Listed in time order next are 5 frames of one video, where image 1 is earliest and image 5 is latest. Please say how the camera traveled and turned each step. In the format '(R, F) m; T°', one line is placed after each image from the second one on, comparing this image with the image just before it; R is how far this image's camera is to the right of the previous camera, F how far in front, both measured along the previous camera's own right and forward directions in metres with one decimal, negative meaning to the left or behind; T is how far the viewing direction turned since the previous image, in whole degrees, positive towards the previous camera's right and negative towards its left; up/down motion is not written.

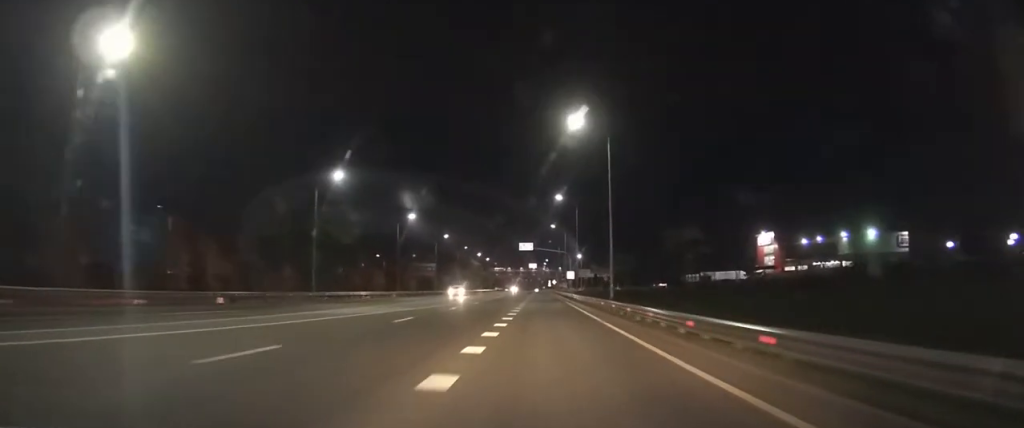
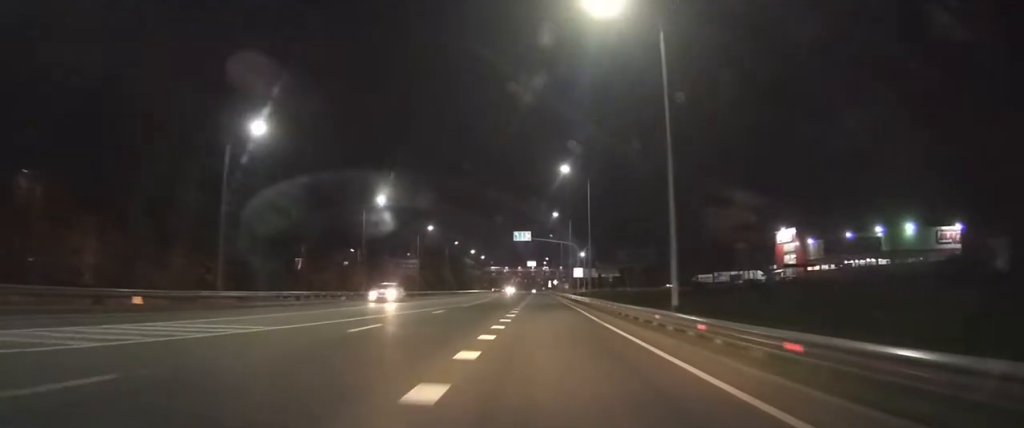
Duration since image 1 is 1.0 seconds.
(0.0, +16.8) m; 0°
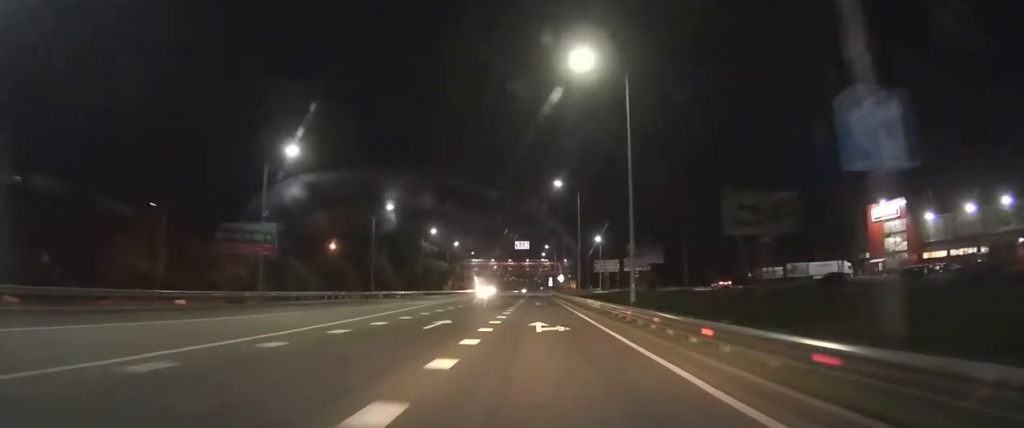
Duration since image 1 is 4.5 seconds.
(+0.5, +56.8) m; 0°
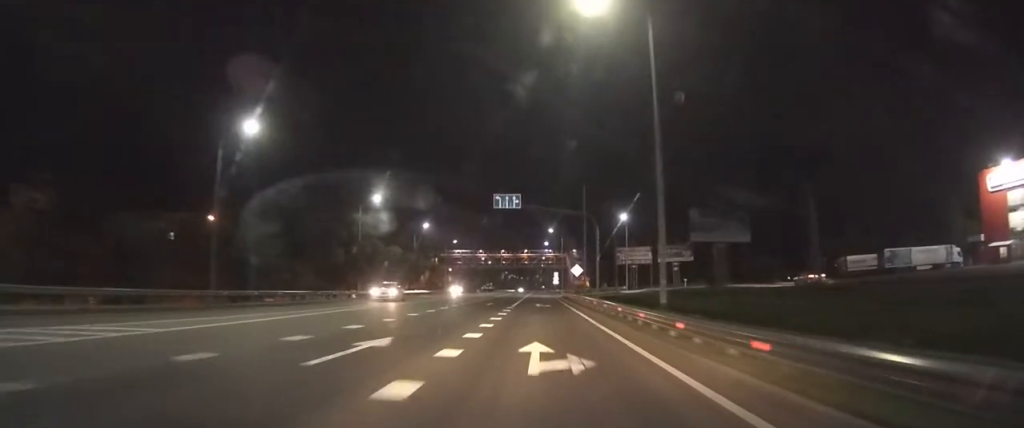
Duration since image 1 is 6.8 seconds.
(-0.6, +38.2) m; -1°
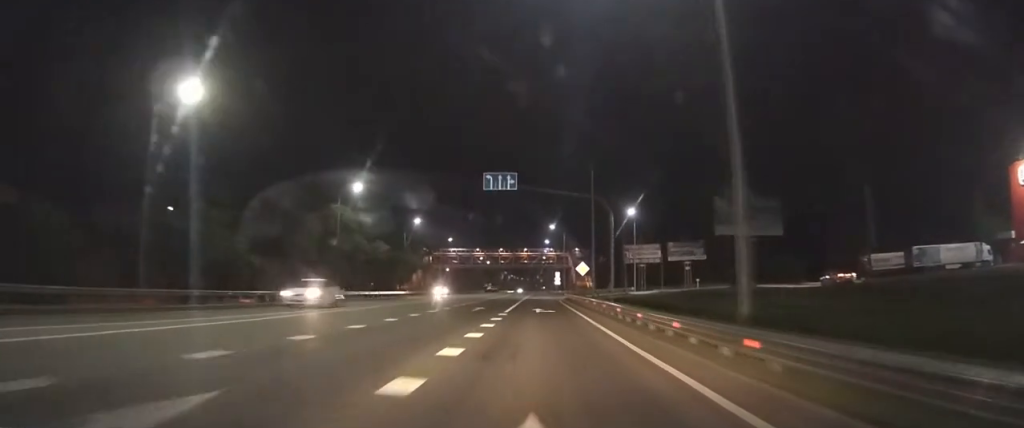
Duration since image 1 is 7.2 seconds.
(0.0, +7.7) m; 0°
